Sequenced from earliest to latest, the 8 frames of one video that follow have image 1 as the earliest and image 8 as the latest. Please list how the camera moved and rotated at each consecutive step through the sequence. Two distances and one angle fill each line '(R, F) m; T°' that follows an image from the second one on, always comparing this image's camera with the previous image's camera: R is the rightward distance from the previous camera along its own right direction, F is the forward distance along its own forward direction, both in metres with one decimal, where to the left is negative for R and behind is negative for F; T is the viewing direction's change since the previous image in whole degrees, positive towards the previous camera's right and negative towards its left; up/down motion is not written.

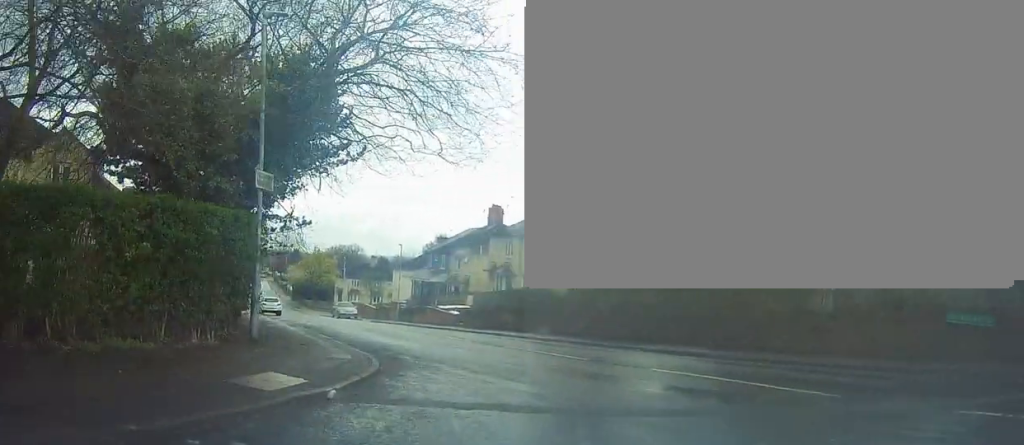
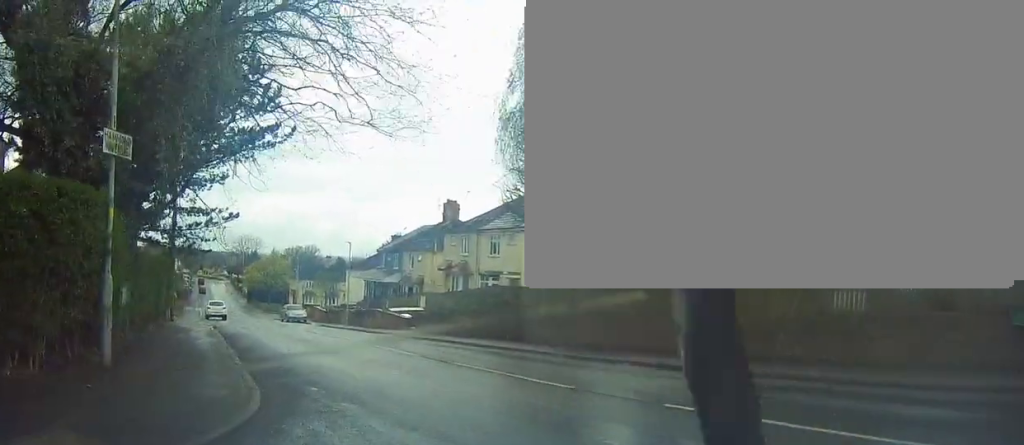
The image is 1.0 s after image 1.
(+0.5, +3.2) m; 0°
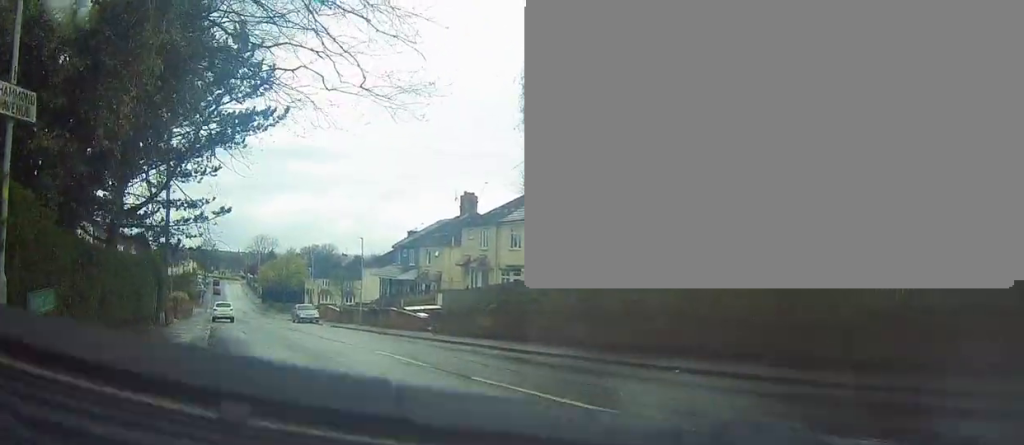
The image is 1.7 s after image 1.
(-0.3, +2.4) m; -6°
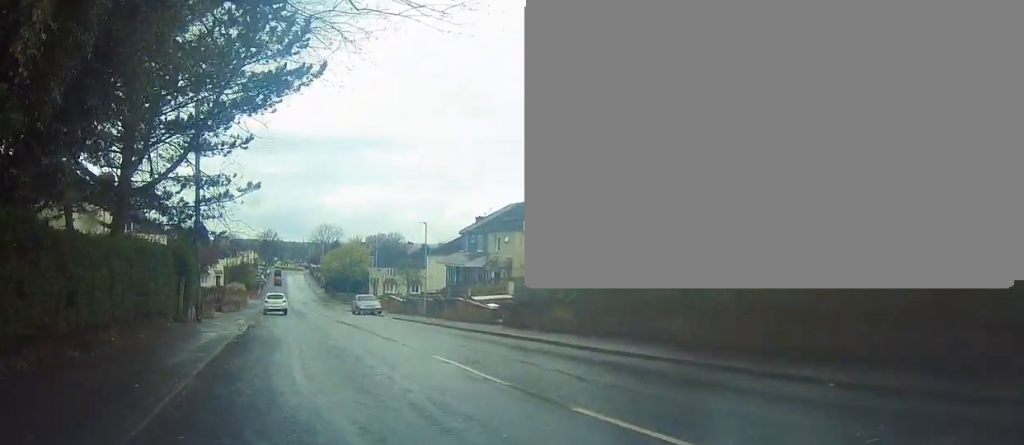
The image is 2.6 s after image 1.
(-0.2, +3.3) m; -3°
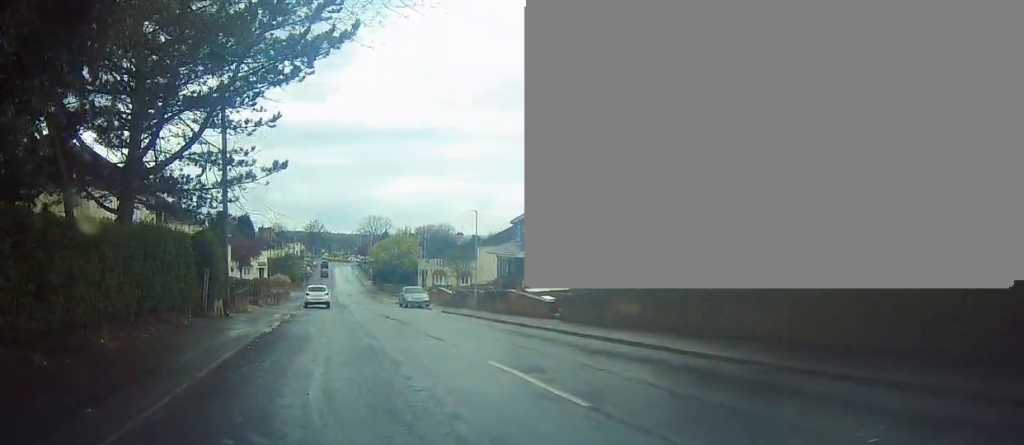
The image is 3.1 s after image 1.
(0.0, +2.0) m; -1°
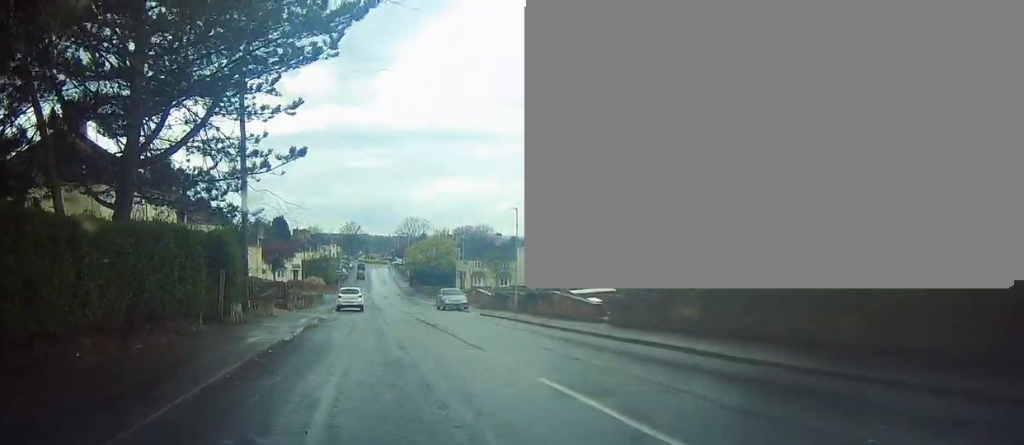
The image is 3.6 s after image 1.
(0.0, +1.8) m; -3°
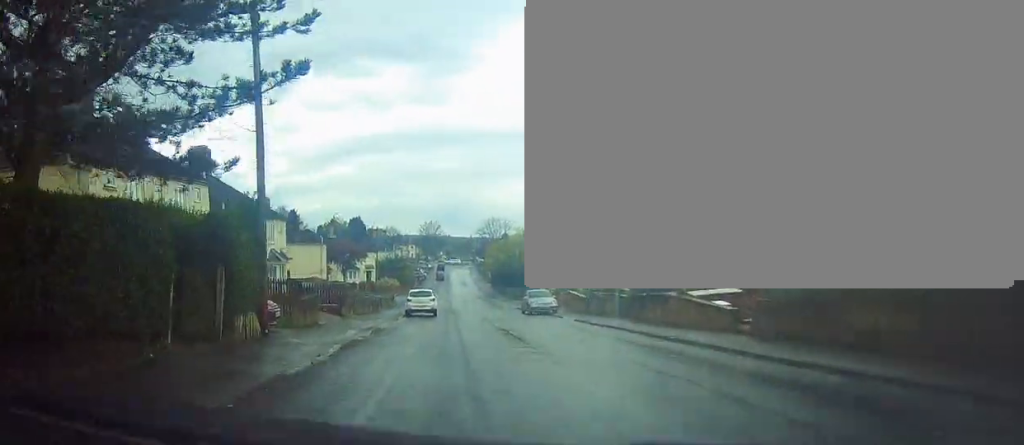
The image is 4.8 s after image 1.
(-0.5, +5.4) m; -8°
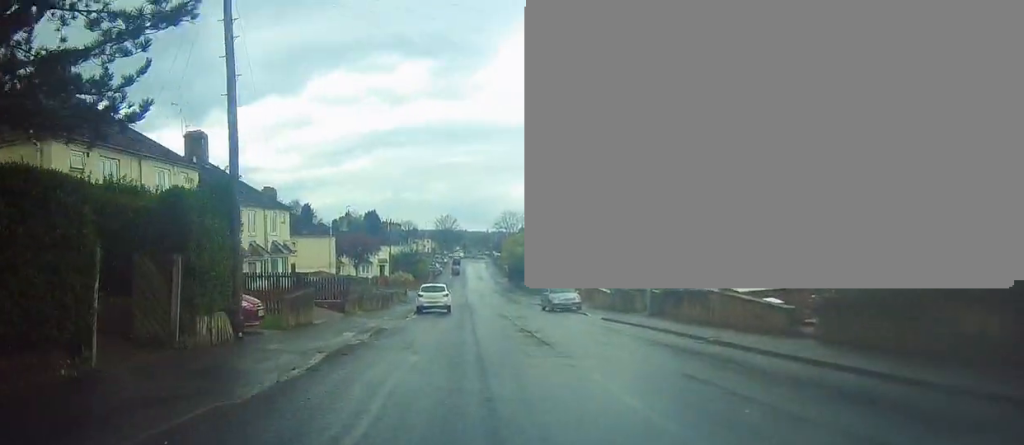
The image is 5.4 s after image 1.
(0.0, +2.8) m; -1°
